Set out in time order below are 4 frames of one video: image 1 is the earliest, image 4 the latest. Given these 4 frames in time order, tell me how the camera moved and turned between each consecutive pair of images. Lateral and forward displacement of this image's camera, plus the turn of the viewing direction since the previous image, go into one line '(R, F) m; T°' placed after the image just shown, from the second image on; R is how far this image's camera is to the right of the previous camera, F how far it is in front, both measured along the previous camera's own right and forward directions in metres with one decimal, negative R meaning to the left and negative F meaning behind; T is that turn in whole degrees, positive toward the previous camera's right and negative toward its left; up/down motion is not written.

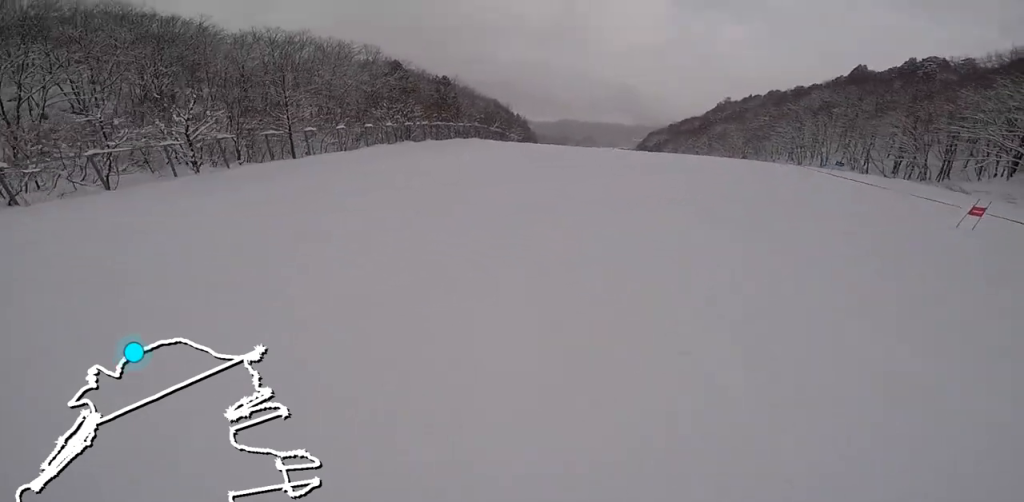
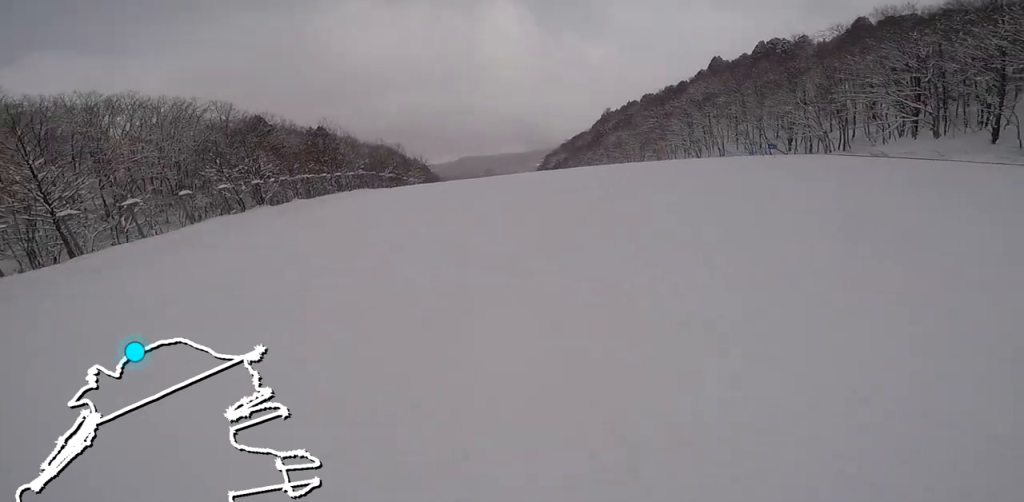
(+1.5, +6.3) m; +12°
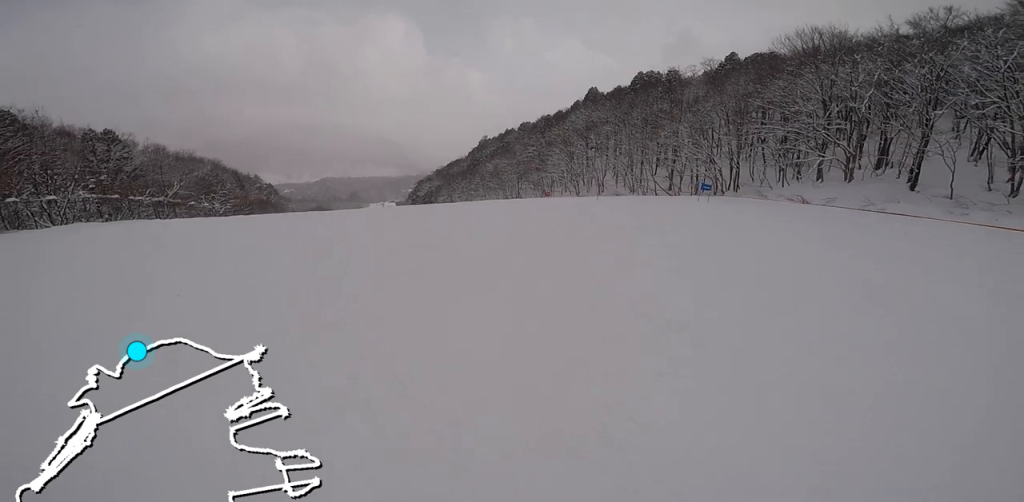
(+1.3, +11.8) m; +6°
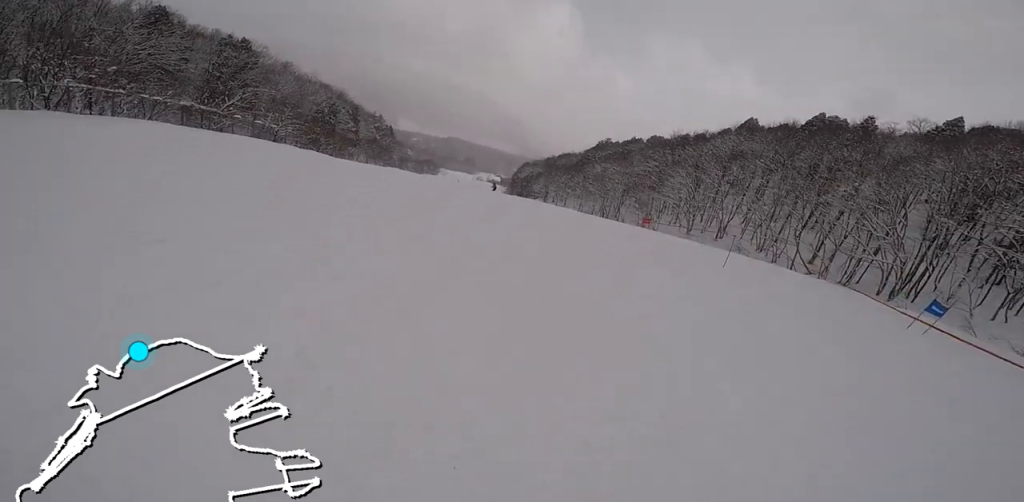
(-1.5, +10.1) m; -26°
